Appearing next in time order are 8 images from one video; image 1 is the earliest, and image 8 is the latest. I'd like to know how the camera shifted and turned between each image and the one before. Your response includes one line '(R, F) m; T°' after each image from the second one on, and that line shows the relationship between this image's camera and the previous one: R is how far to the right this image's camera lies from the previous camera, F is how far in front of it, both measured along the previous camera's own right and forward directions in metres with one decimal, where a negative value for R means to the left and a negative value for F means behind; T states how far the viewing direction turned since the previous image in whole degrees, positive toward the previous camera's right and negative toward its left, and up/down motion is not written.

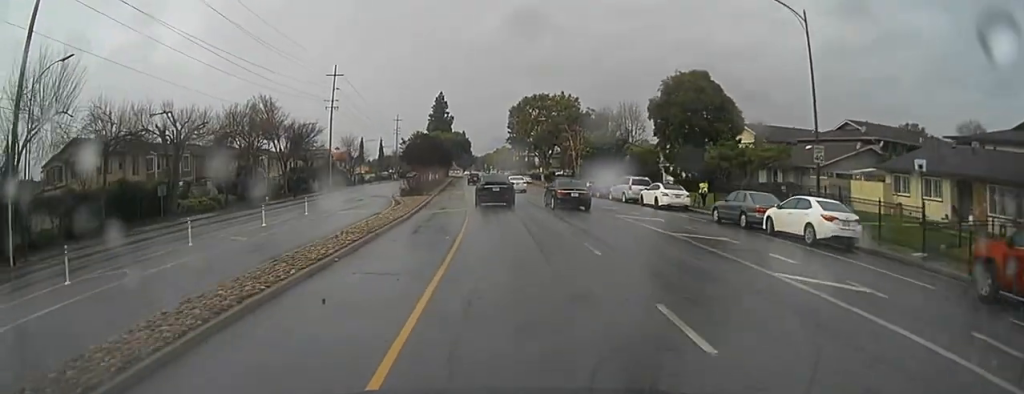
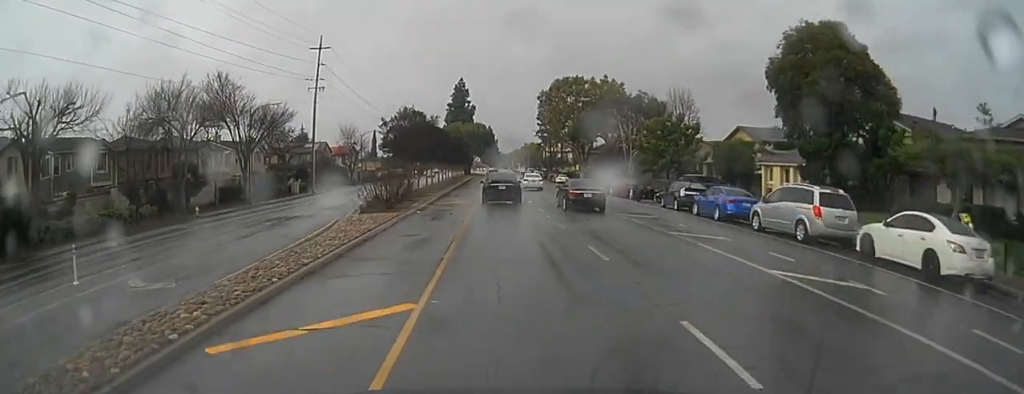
(-0.1, +21.6) m; -2°
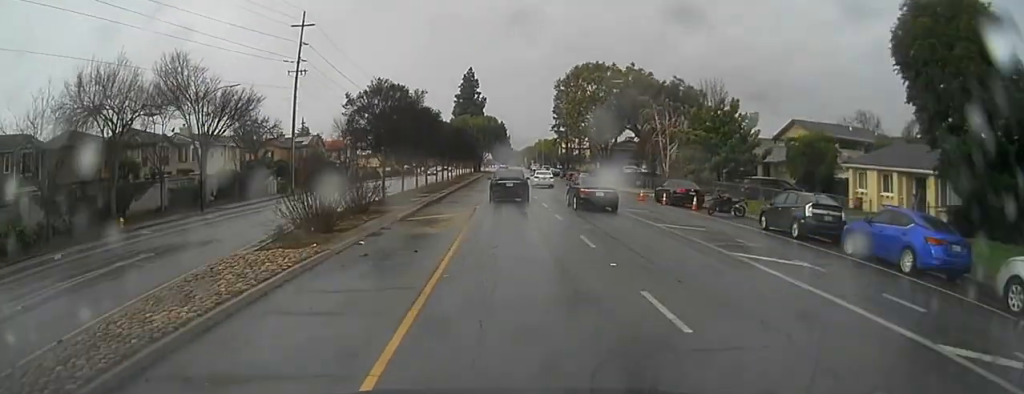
(-0.2, +12.5) m; -2°
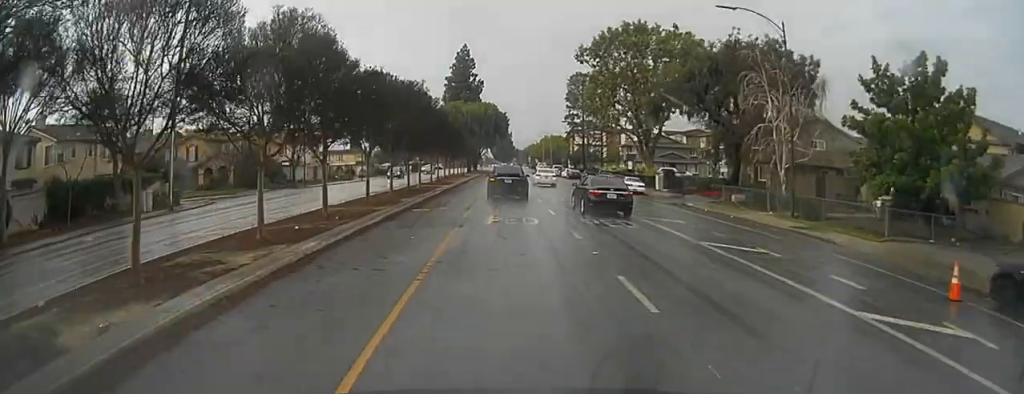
(-1.2, +27.7) m; -2°
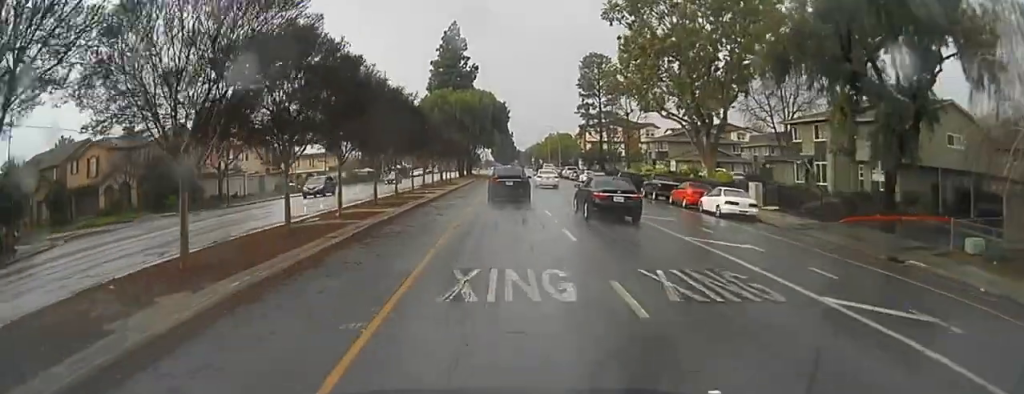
(+0.3, +22.1) m; +1°
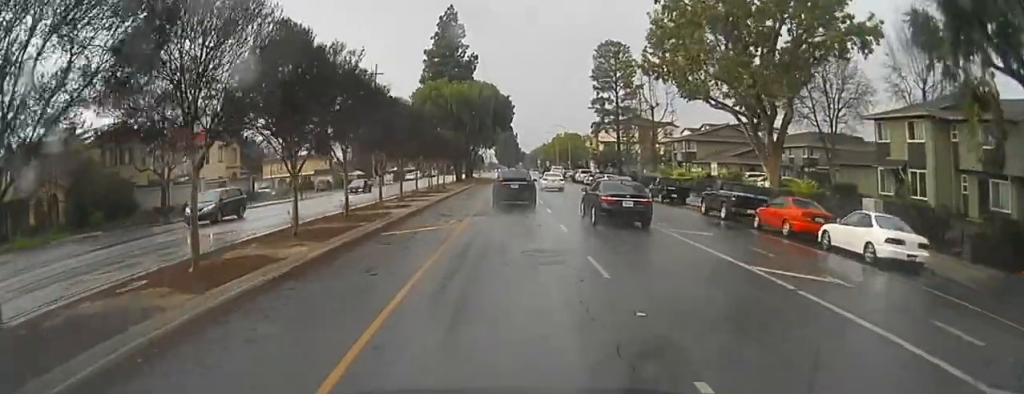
(0.0, +11.6) m; 0°
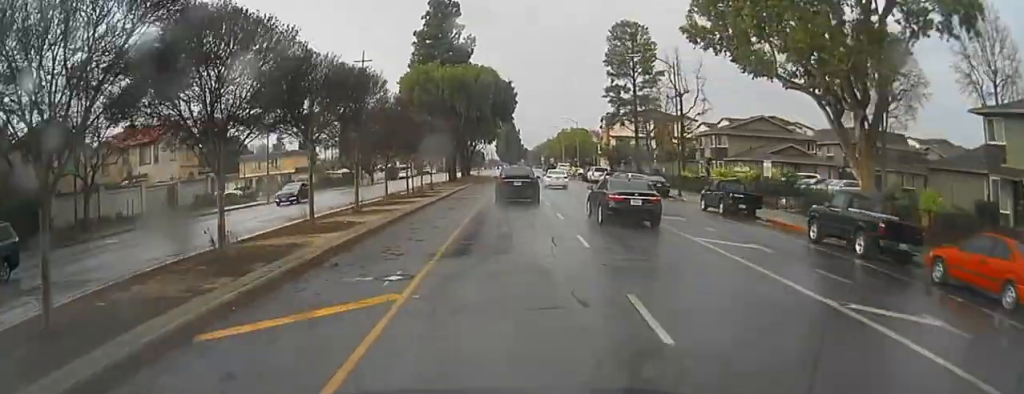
(0.0, +11.3) m; 0°
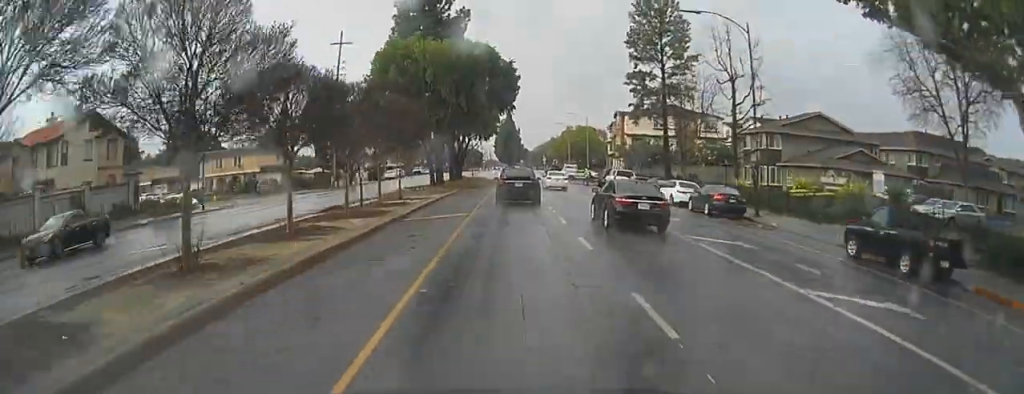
(-0.1, +13.7) m; 0°
